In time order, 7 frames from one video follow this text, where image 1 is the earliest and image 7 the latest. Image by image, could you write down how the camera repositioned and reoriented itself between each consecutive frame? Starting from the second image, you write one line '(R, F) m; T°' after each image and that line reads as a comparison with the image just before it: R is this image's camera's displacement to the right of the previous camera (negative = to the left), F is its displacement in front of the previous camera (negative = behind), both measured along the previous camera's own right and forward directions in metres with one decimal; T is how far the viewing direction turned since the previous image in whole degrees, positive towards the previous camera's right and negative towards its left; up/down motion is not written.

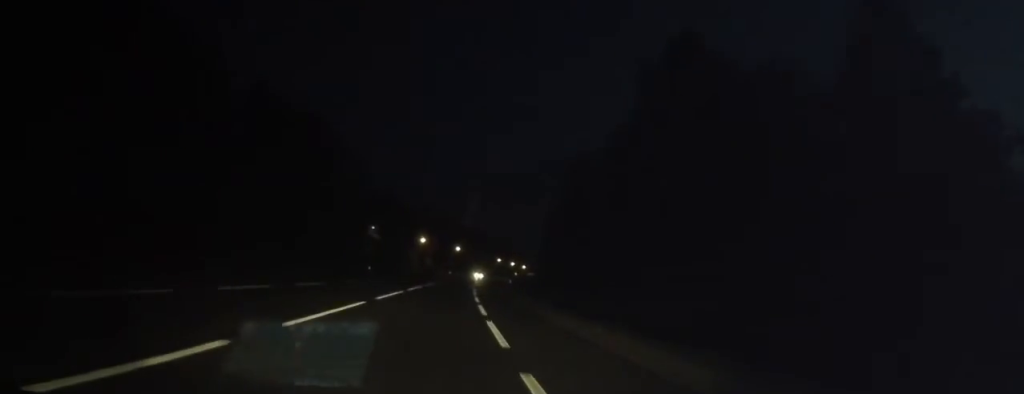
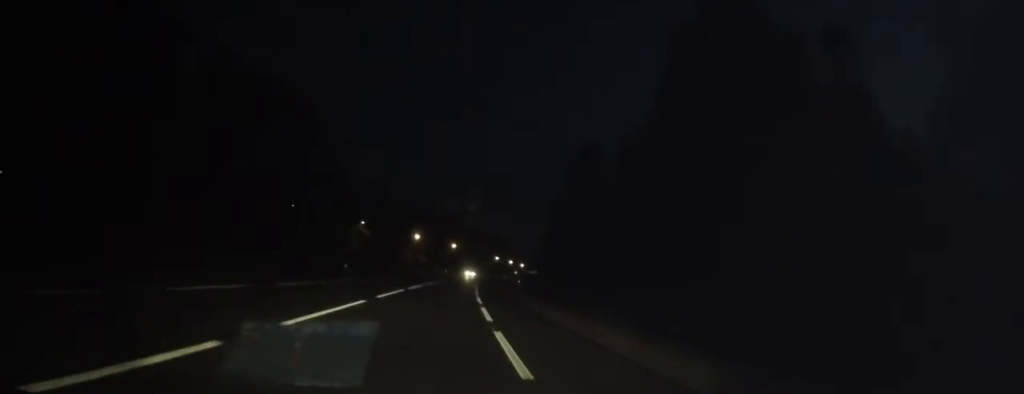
(+0.1, +12.2) m; +1°
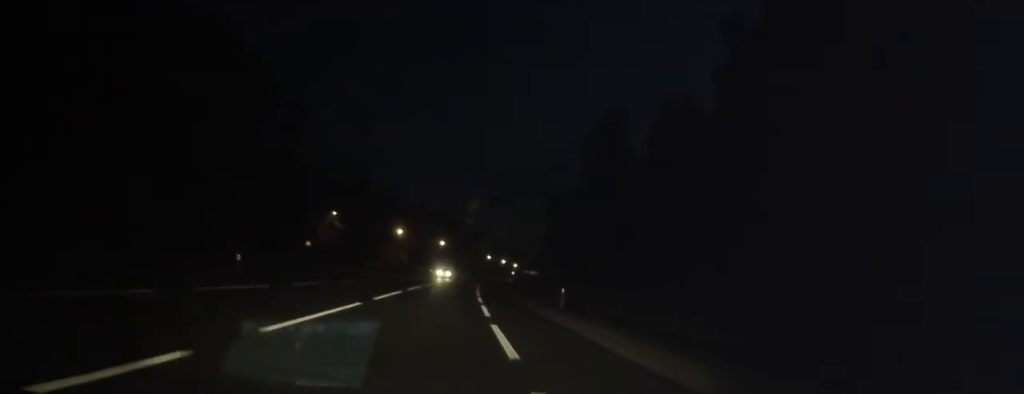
(+0.1, +25.1) m; 0°
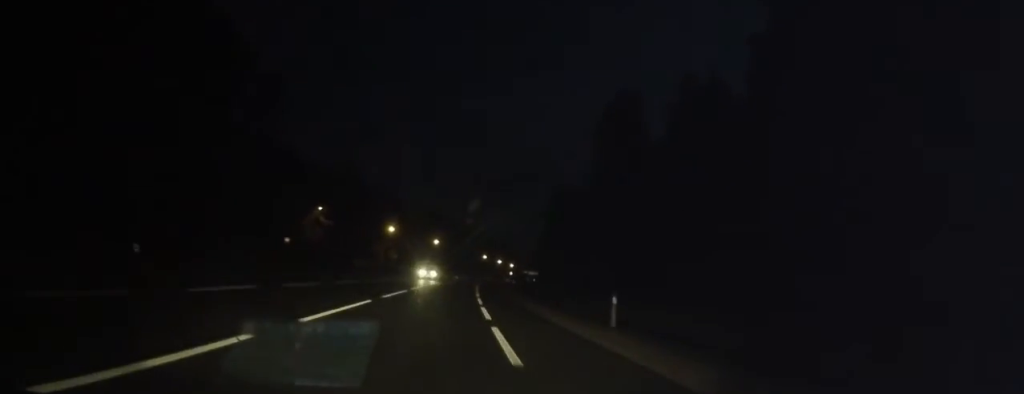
(0.0, +9.6) m; 0°
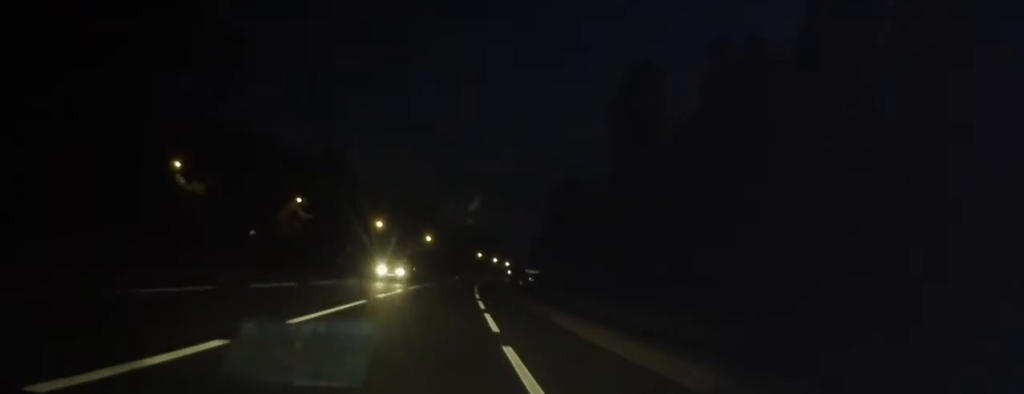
(0.0, +12.9) m; 0°
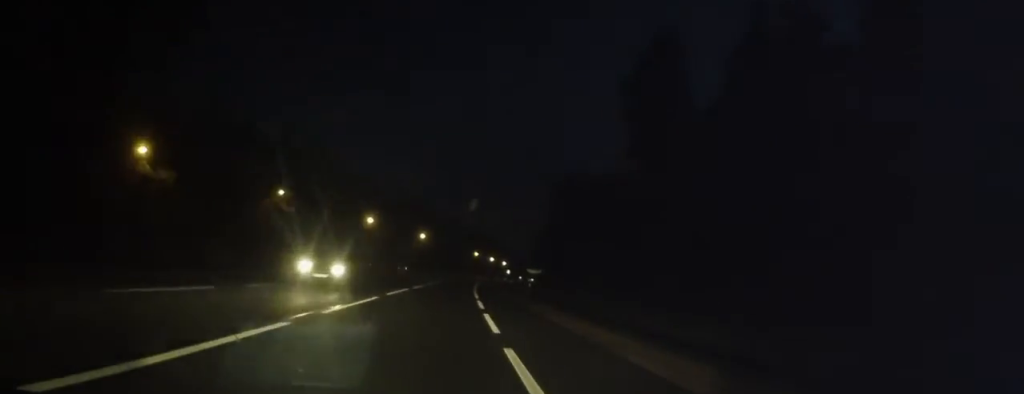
(0.0, +9.1) m; 0°
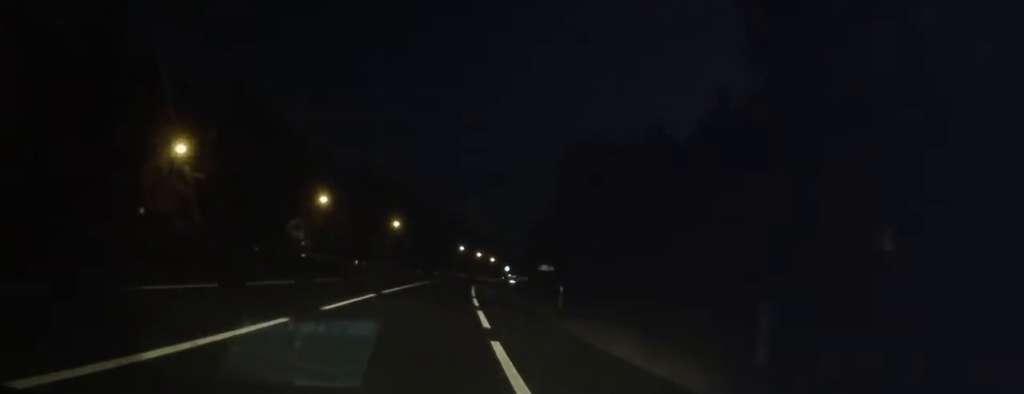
(+0.5, +35.4) m; +2°
